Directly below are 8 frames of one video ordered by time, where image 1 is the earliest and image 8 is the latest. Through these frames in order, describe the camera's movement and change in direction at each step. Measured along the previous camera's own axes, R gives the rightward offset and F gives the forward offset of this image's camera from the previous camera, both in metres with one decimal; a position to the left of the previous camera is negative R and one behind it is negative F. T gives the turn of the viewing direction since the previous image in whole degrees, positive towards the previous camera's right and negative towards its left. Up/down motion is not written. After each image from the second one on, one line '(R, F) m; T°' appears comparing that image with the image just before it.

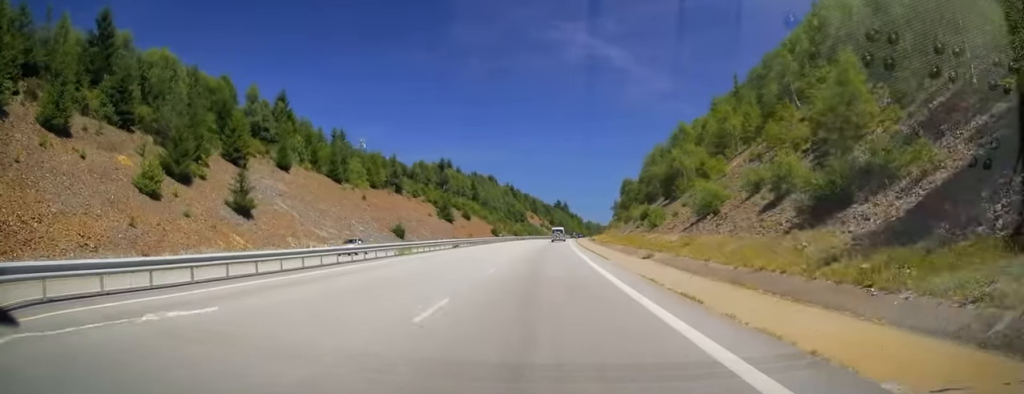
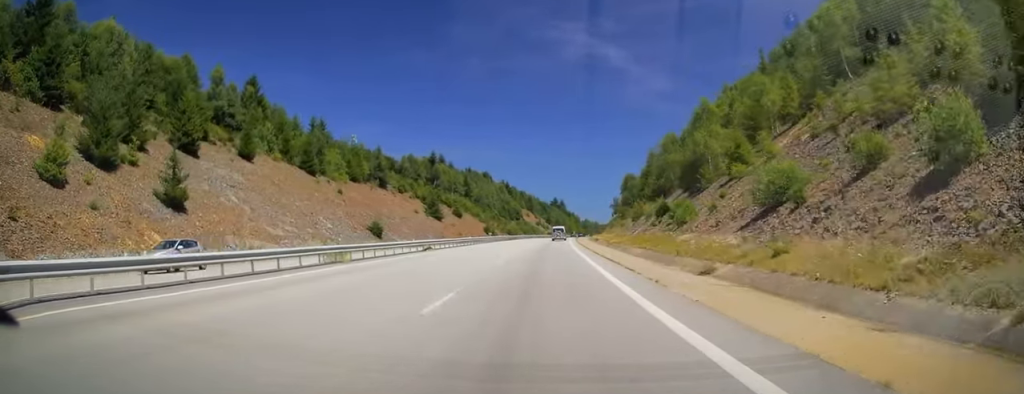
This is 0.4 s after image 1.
(0.0, +12.4) m; 0°
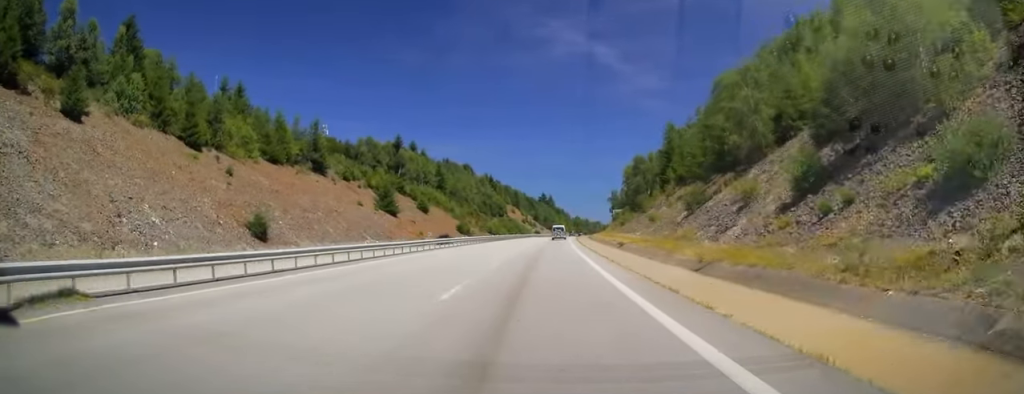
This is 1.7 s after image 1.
(+0.2, +36.7) m; +2°
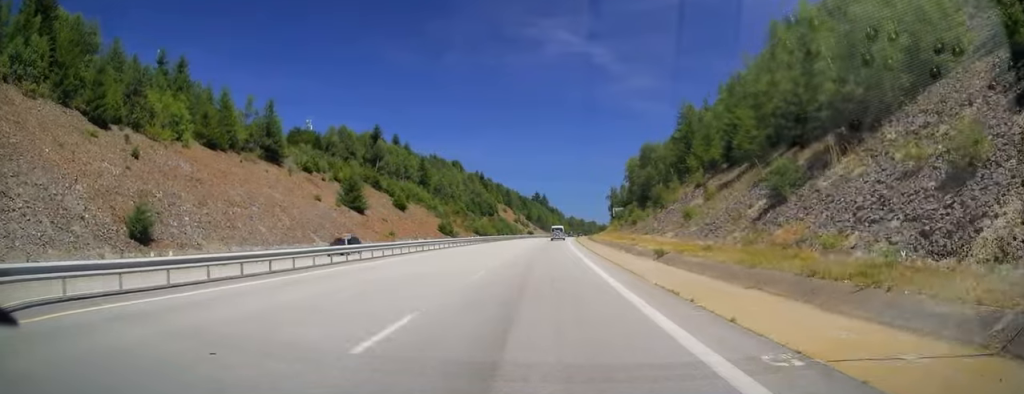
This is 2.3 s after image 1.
(+0.5, +18.3) m; +1°
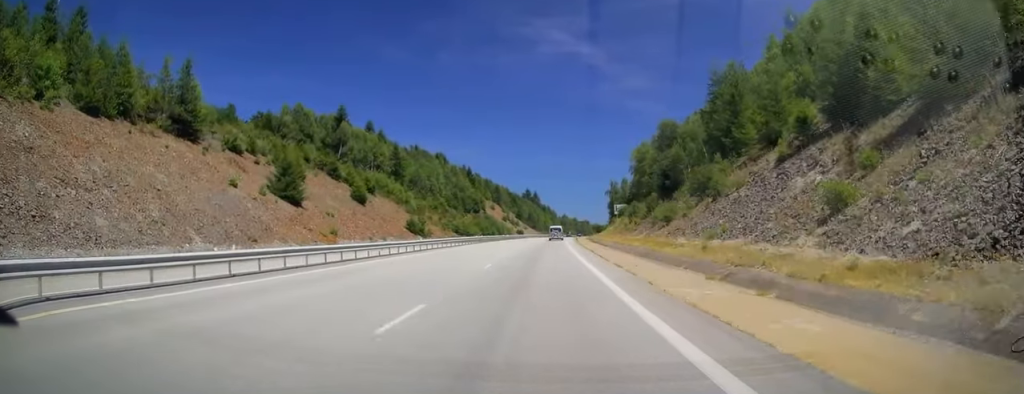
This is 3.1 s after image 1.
(0.0, +24.9) m; 0°
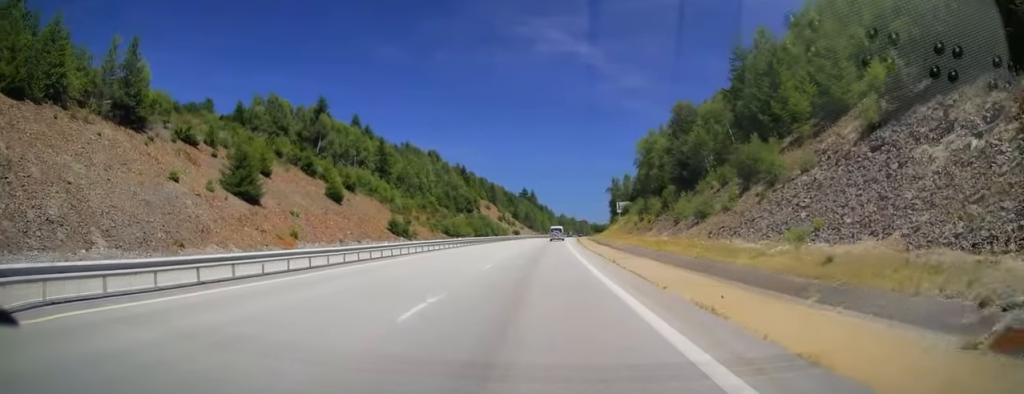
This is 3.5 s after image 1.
(-0.1, +11.9) m; 0°
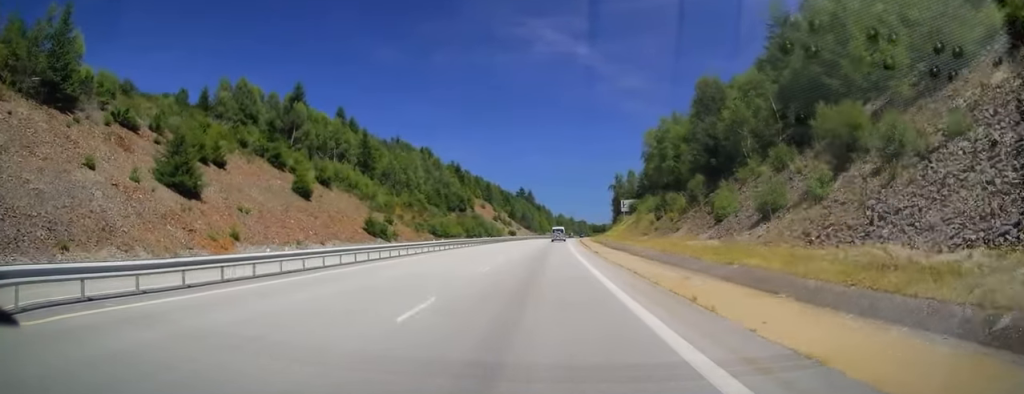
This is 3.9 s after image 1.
(+0.1, +12.9) m; 0°
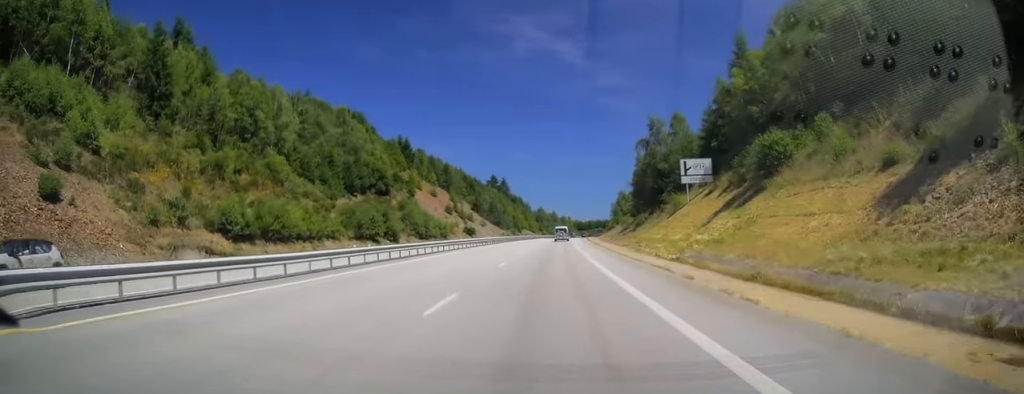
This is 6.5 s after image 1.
(+1.8, +77.2) m; +2°
